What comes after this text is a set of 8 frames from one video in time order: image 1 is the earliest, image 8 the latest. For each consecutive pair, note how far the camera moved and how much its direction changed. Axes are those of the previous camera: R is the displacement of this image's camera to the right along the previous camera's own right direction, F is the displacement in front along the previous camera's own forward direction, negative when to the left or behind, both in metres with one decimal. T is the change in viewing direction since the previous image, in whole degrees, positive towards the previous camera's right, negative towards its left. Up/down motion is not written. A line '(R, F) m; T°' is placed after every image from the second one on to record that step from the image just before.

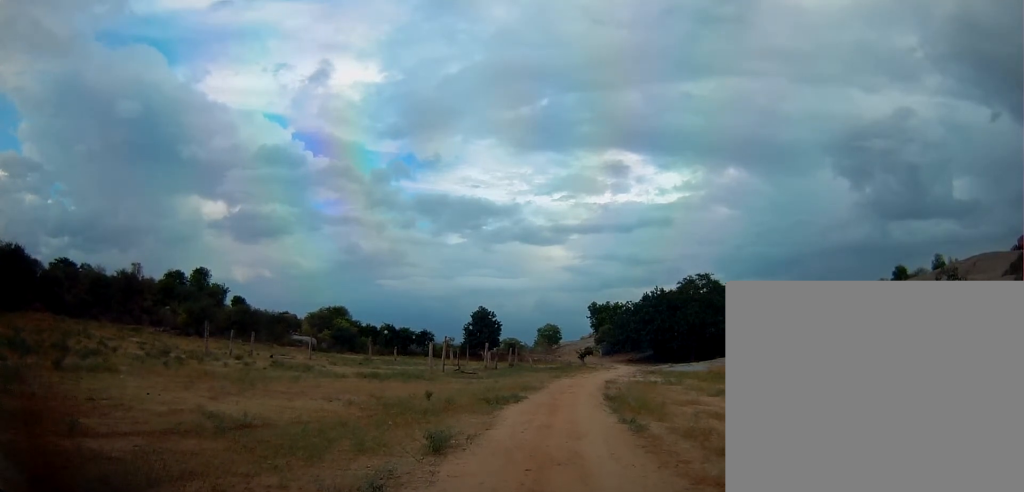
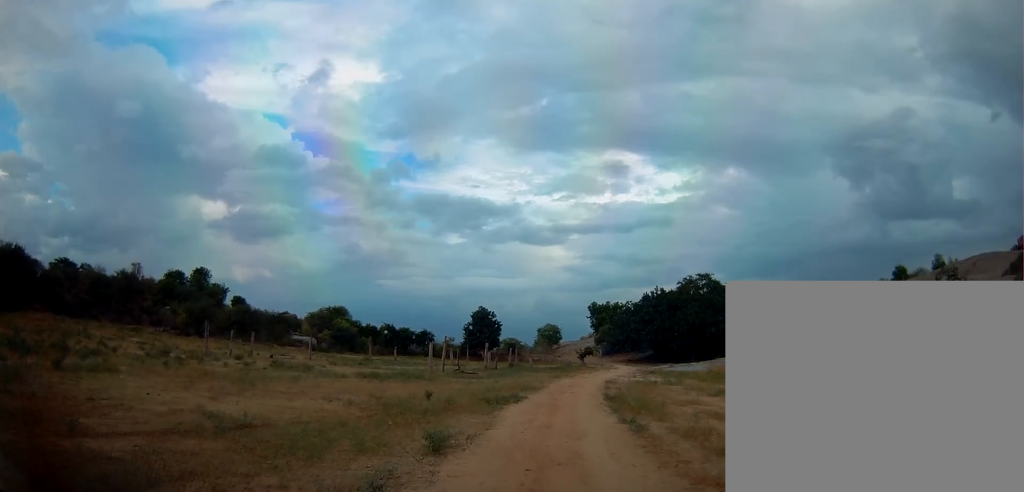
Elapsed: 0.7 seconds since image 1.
(0.0, 0.0) m; 0°
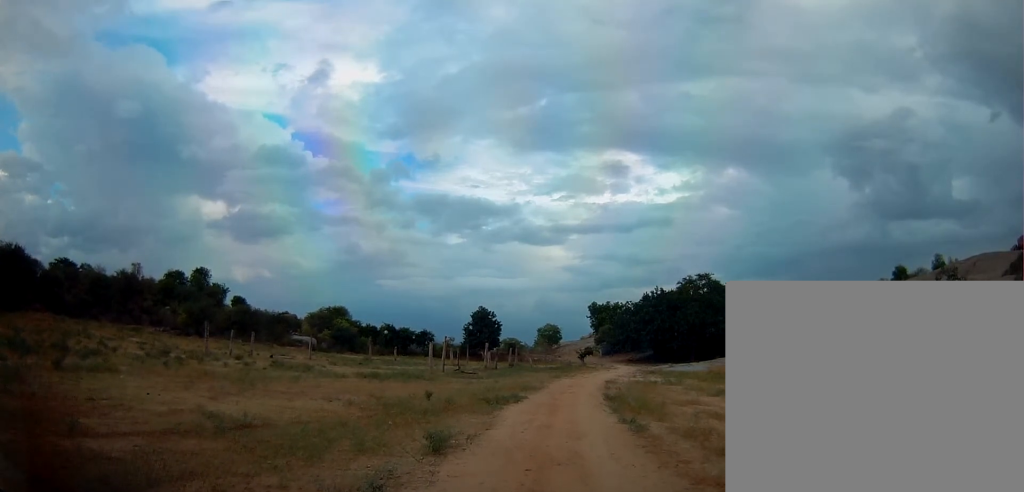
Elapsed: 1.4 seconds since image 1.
(0.0, 0.0) m; 0°
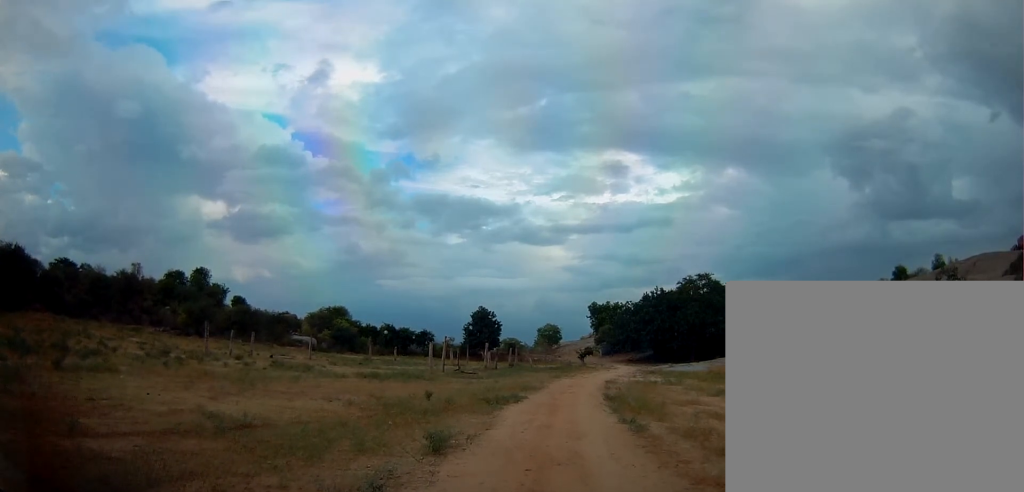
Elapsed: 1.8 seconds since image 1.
(0.0, 0.0) m; 0°
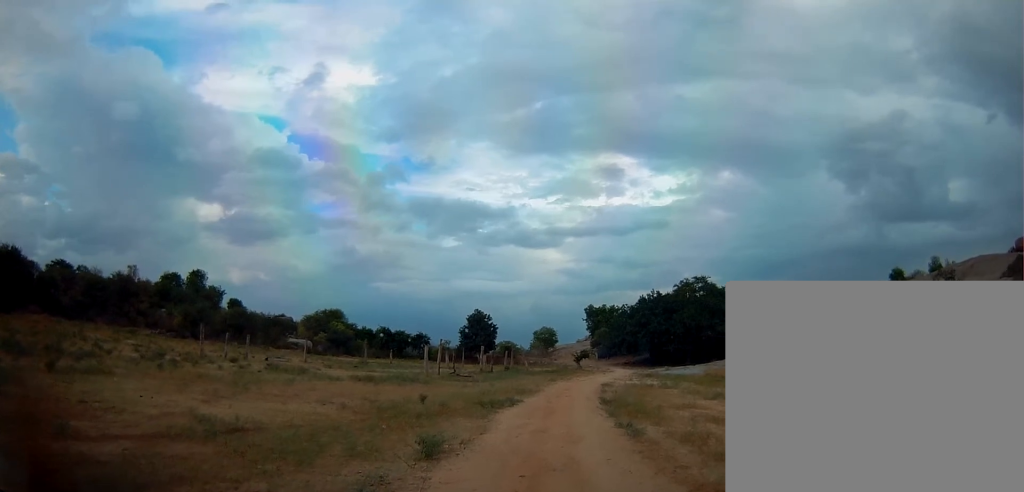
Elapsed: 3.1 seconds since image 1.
(0.0, +0.3) m; 0°
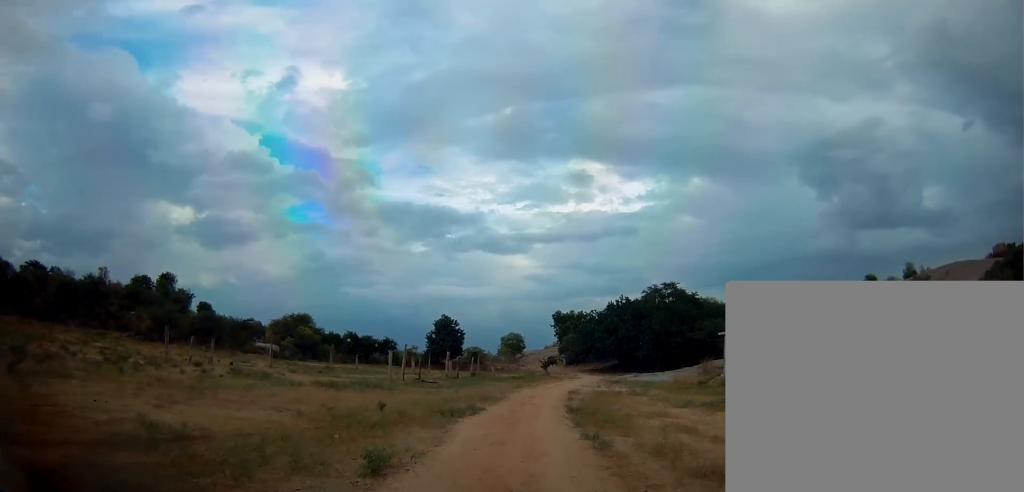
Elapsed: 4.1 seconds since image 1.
(0.0, +0.3) m; 0°
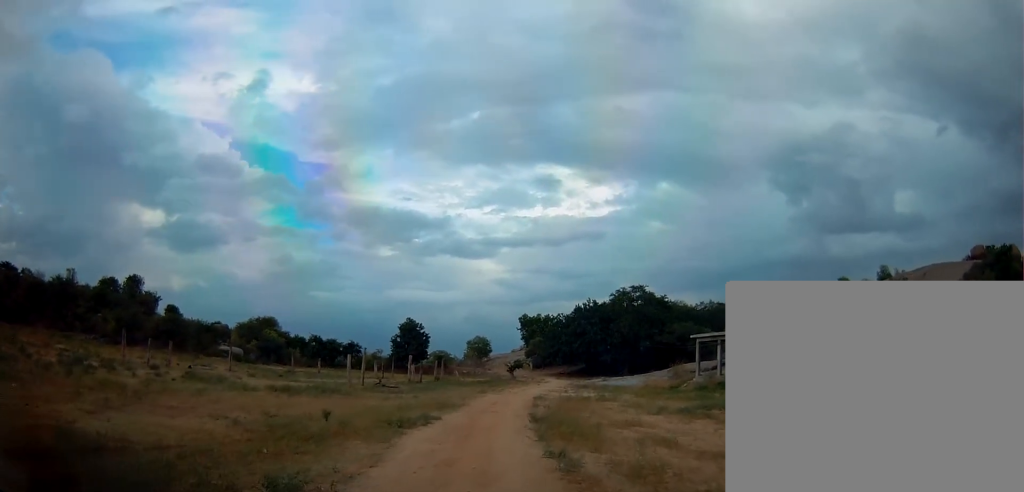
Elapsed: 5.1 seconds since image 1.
(+0.2, +1.1) m; -1°
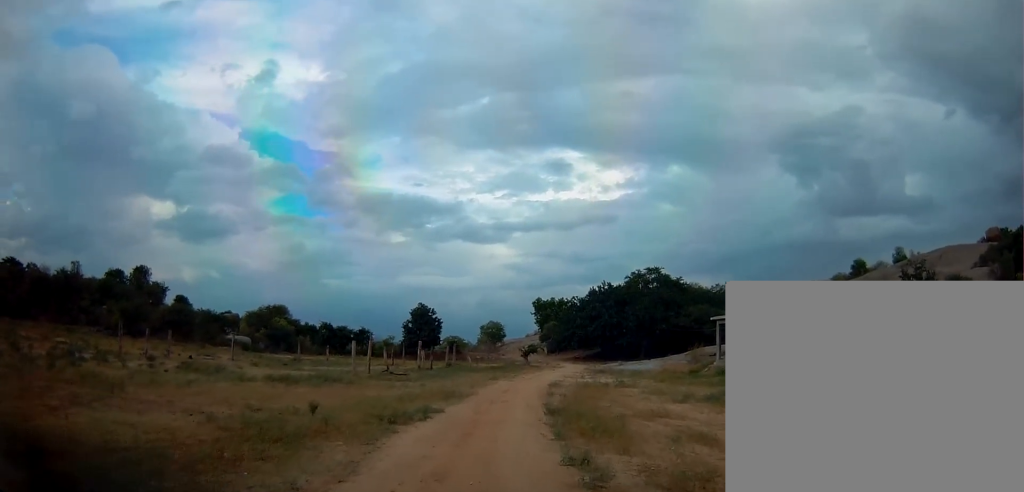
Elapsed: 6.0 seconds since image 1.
(-0.1, +1.7) m; -6°
